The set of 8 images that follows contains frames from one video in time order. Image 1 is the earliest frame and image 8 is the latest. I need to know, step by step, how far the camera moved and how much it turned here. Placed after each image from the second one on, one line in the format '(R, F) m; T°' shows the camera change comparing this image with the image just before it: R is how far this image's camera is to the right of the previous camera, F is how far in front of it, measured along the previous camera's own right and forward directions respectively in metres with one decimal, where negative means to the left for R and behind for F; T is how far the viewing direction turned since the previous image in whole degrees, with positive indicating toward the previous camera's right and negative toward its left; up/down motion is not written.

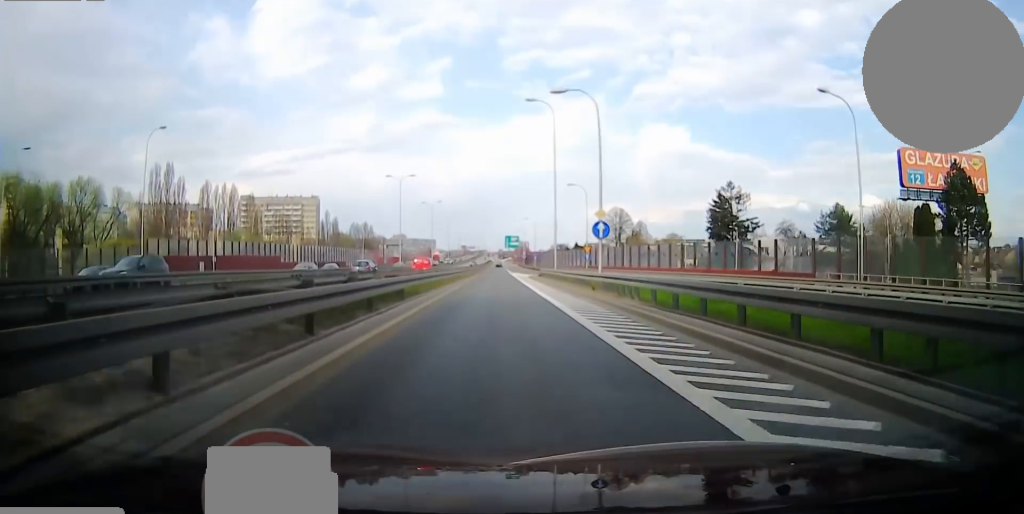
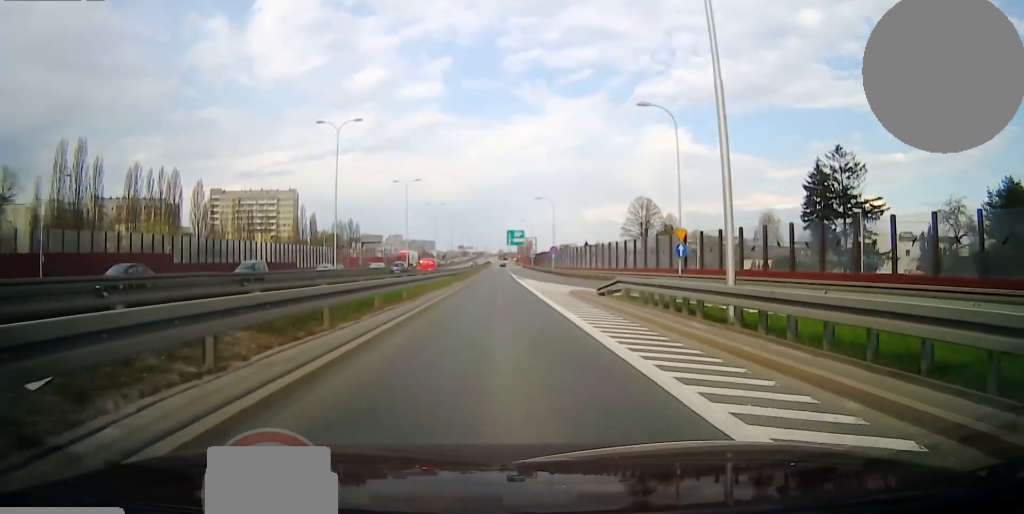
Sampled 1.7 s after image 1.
(0.0, +34.7) m; -1°
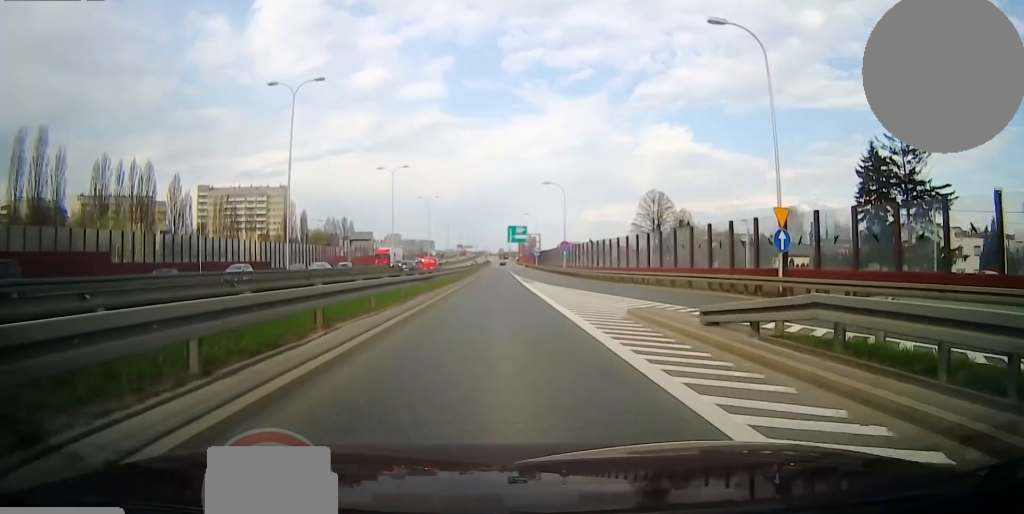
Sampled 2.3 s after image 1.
(-0.3, +12.3) m; 0°
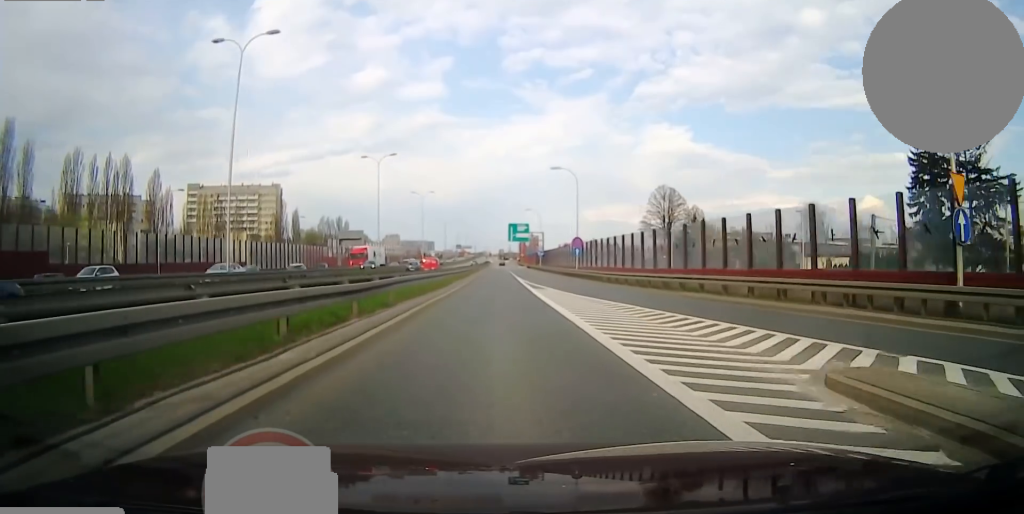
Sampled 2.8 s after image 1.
(0.0, +9.6) m; 0°
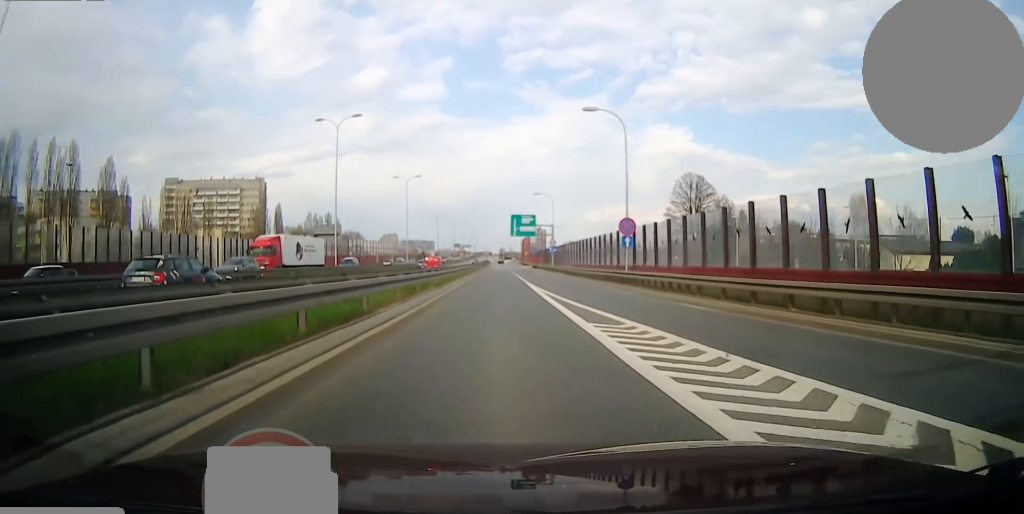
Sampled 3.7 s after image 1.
(+0.3, +19.3) m; 0°
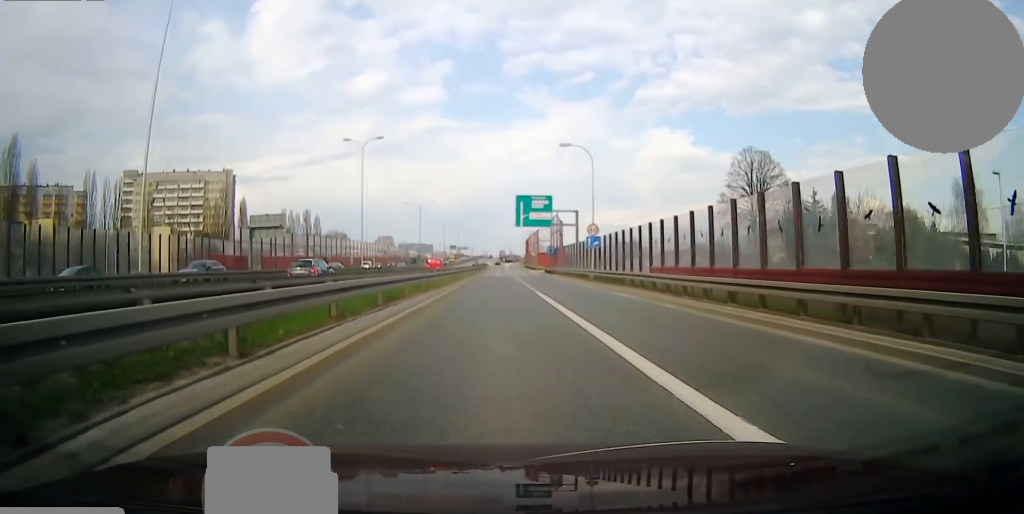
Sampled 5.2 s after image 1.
(-0.3, +30.1) m; 0°
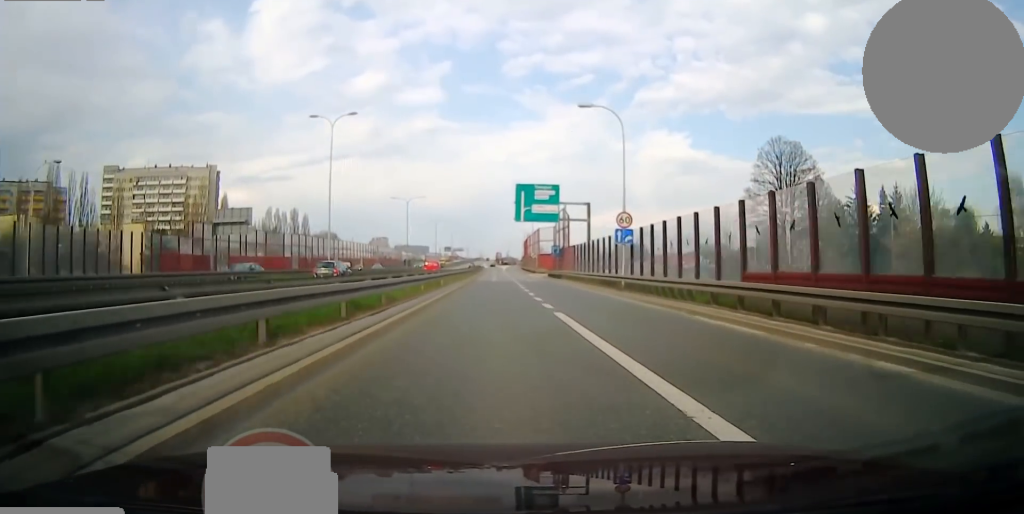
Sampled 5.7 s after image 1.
(+0.1, +10.9) m; +1°
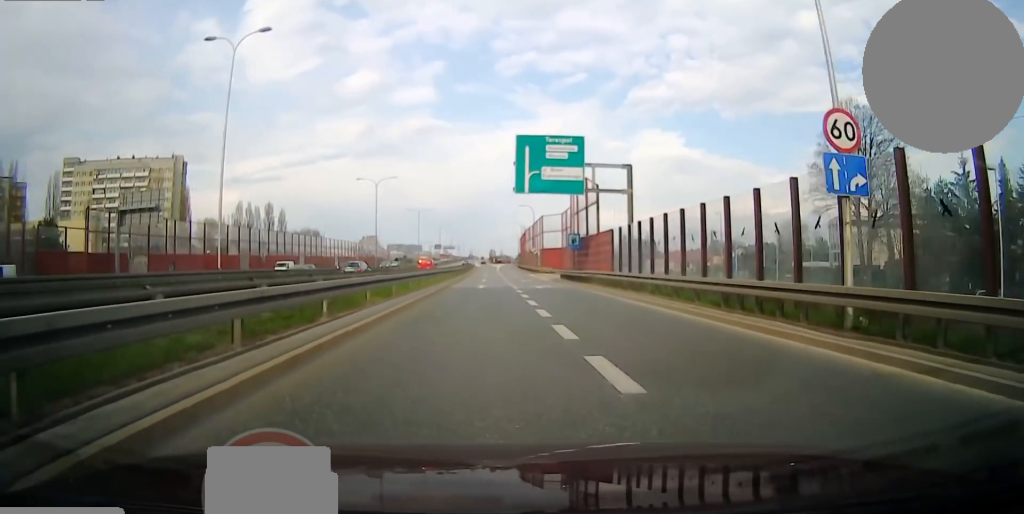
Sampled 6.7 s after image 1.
(0.0, +19.5) m; +1°
